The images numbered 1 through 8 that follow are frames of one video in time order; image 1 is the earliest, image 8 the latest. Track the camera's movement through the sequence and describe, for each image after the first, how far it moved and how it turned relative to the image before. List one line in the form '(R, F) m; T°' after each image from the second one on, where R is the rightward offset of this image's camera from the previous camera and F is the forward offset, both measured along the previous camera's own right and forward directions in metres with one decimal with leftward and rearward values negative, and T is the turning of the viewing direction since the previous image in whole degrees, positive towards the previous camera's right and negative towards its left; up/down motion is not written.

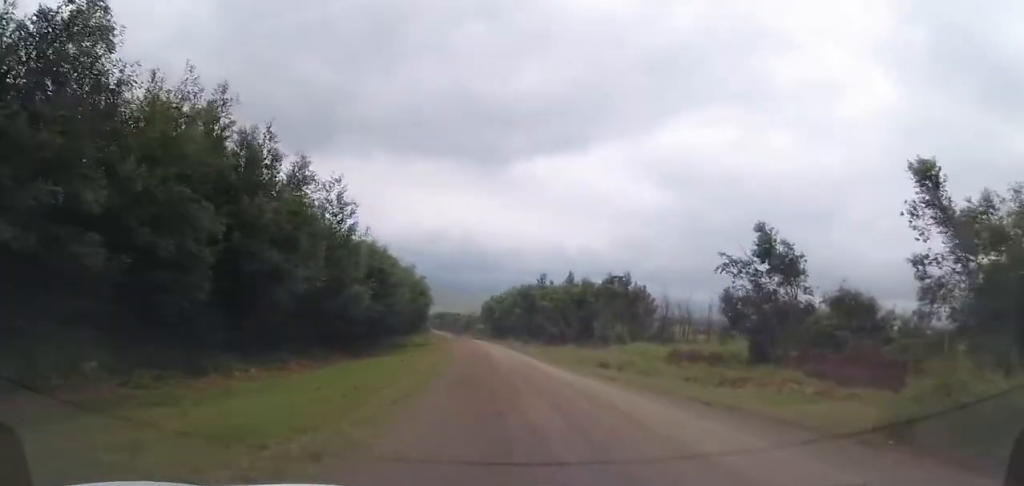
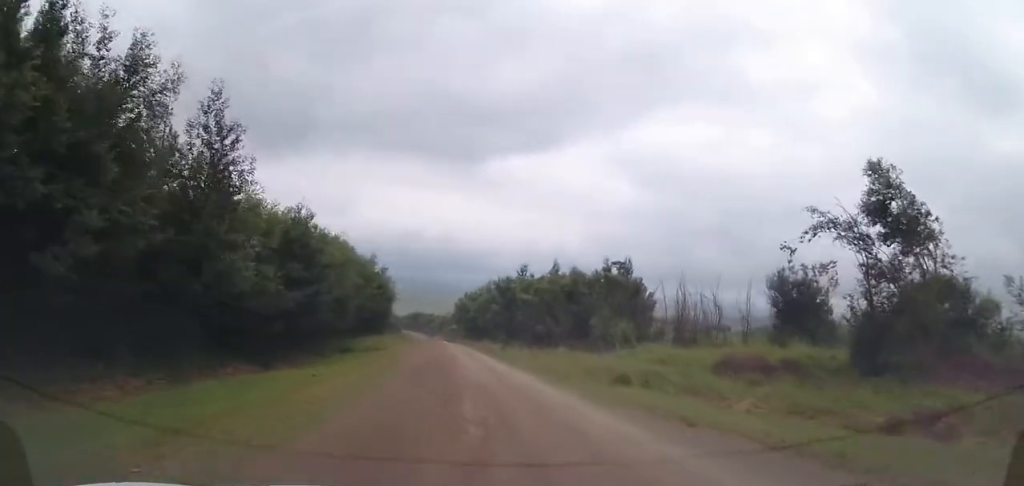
(+0.1, +12.0) m; 0°
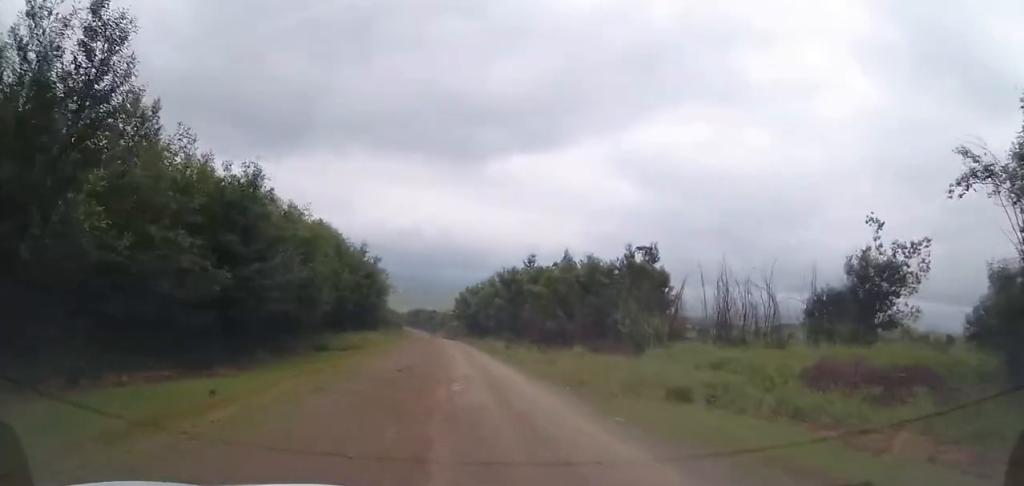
(0.0, +7.4) m; -1°
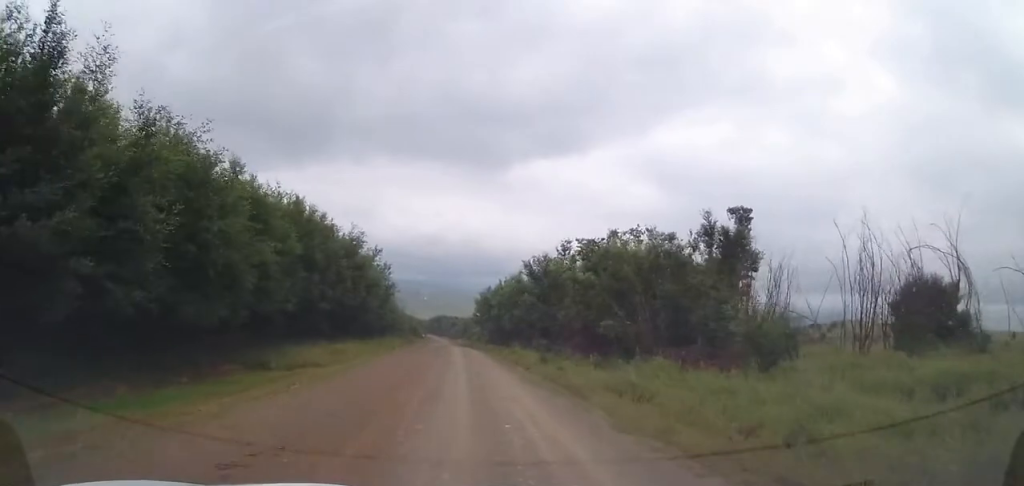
(-0.3, +13.4) m; -3°
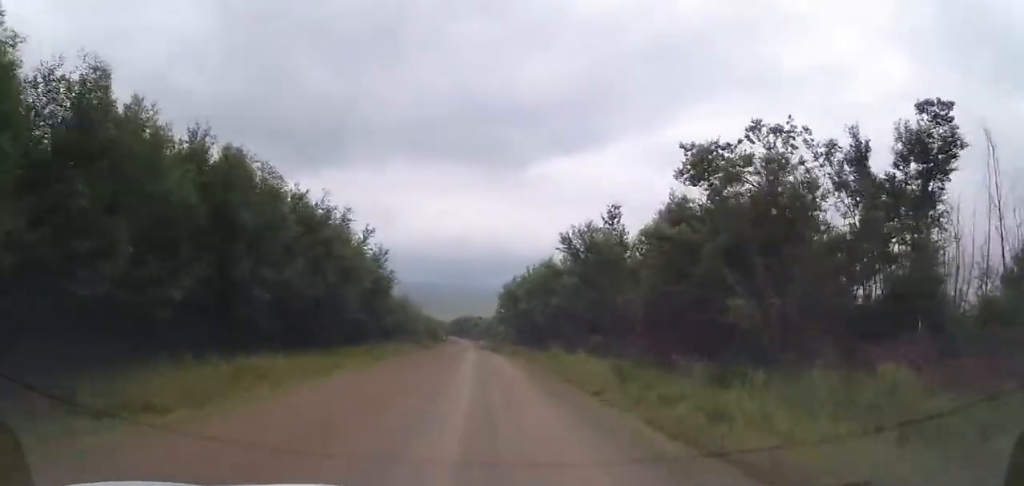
(-0.3, +13.2) m; -2°
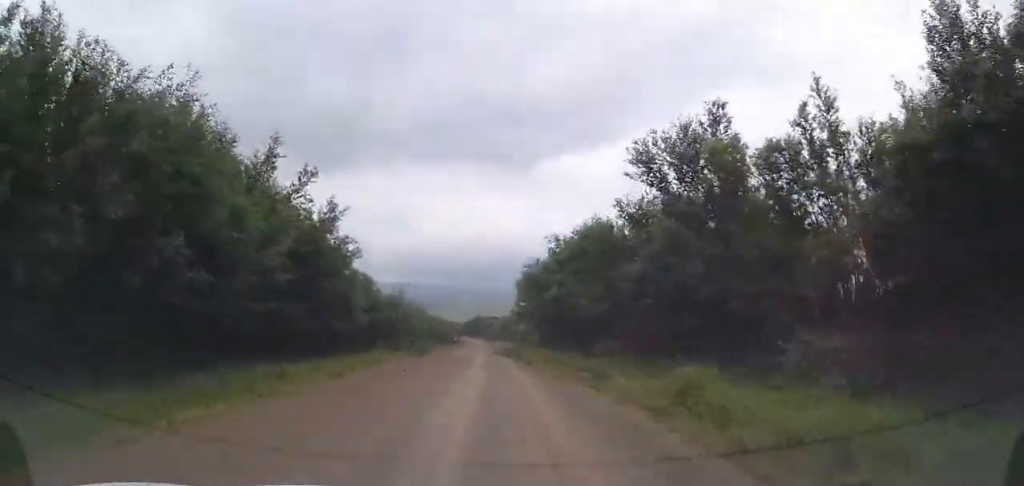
(-0.3, +18.1) m; -1°
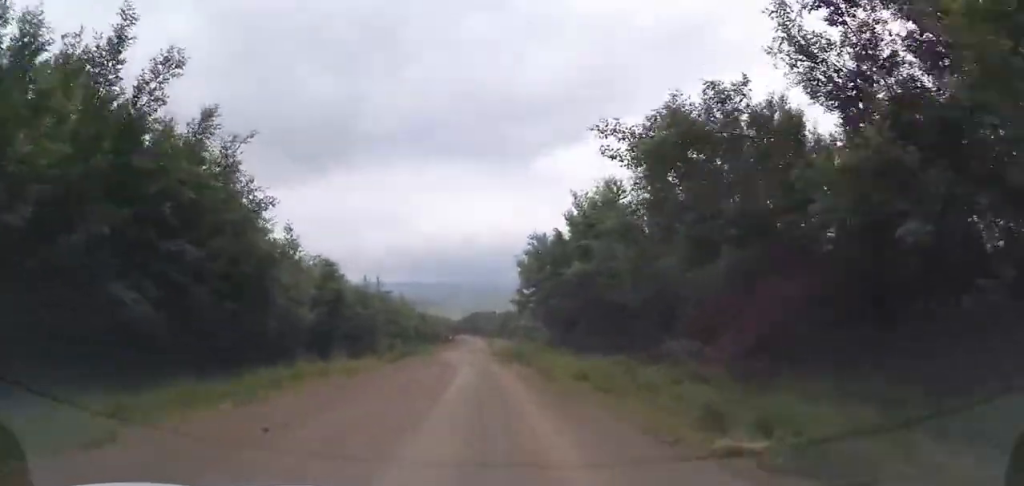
(-0.1, +13.4) m; -1°
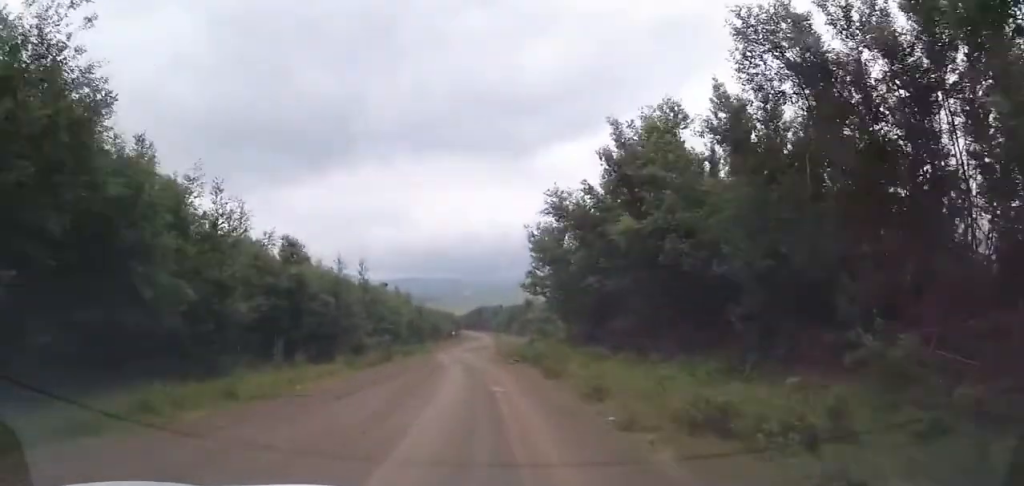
(-0.1, +10.4) m; -1°
